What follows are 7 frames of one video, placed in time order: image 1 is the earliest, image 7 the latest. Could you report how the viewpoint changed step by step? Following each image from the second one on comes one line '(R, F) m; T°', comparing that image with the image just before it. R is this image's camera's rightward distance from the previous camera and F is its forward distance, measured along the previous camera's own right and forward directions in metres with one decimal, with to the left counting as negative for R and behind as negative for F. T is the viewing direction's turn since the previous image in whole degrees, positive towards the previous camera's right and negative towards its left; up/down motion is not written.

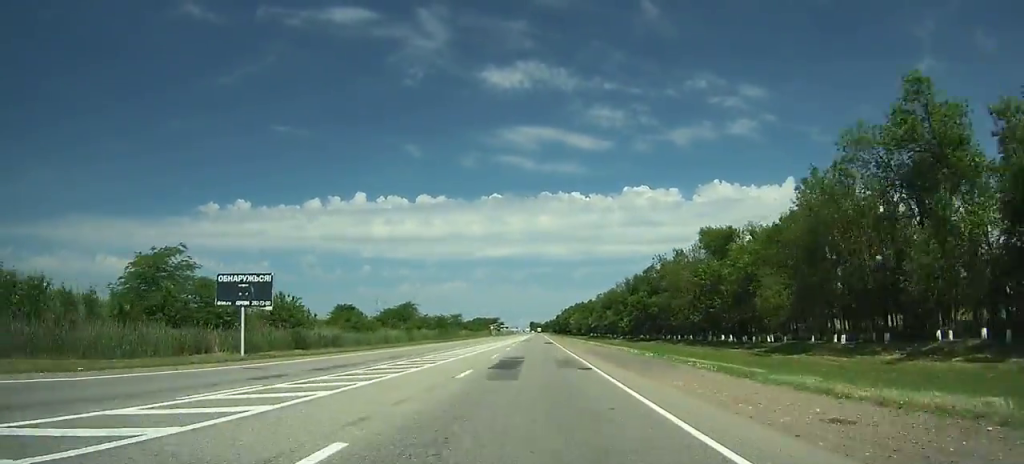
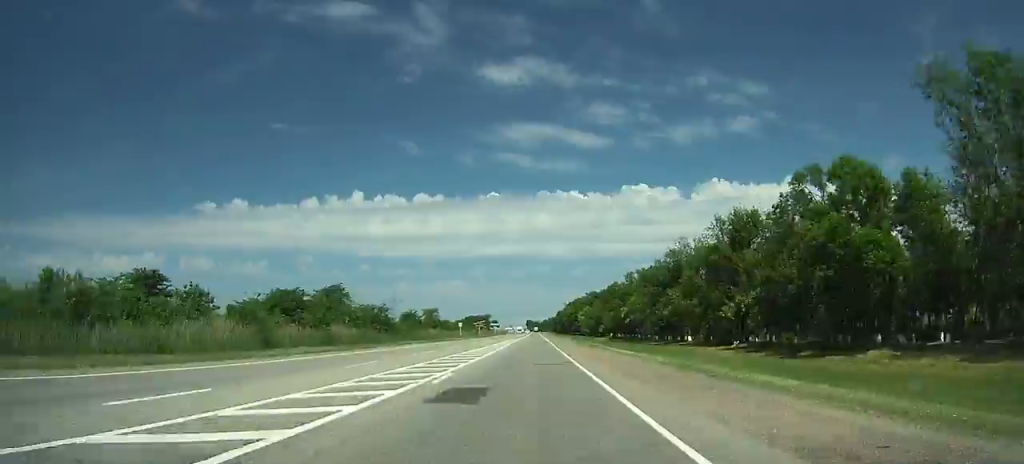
(-0.1, +73.3) m; 0°
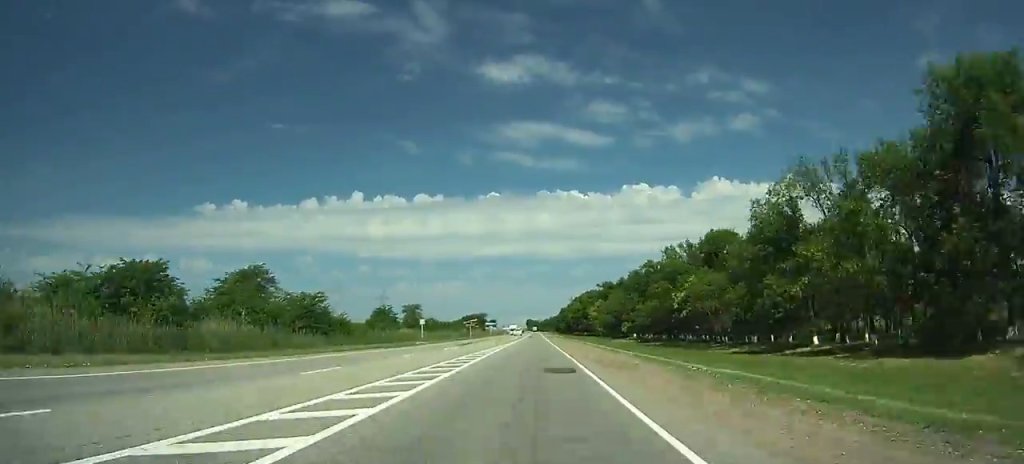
(-0.1, +40.0) m; 0°
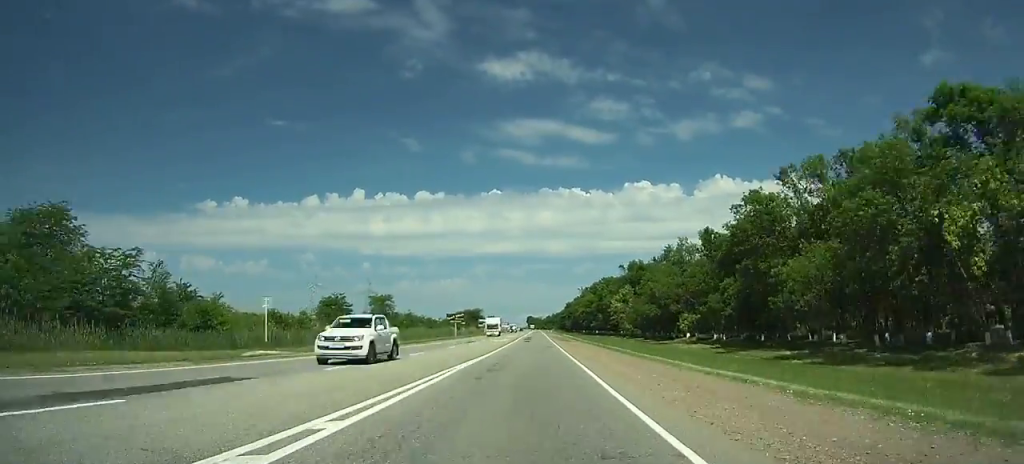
(+0.3, +46.6) m; 0°
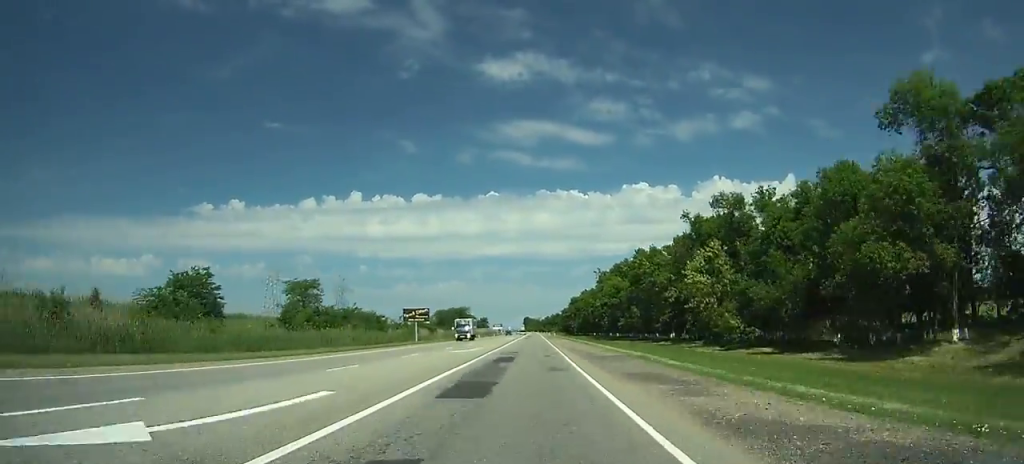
(+0.2, +60.0) m; 0°
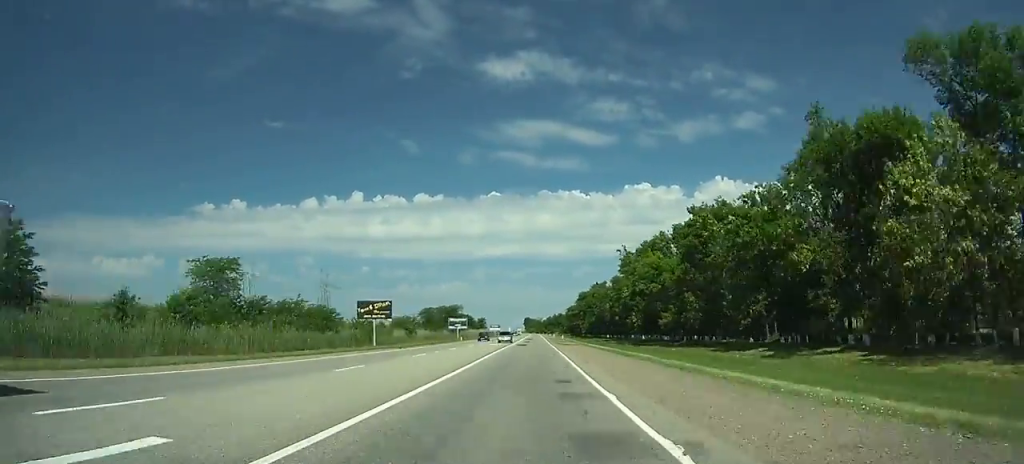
(0.0, +34.7) m; 0°
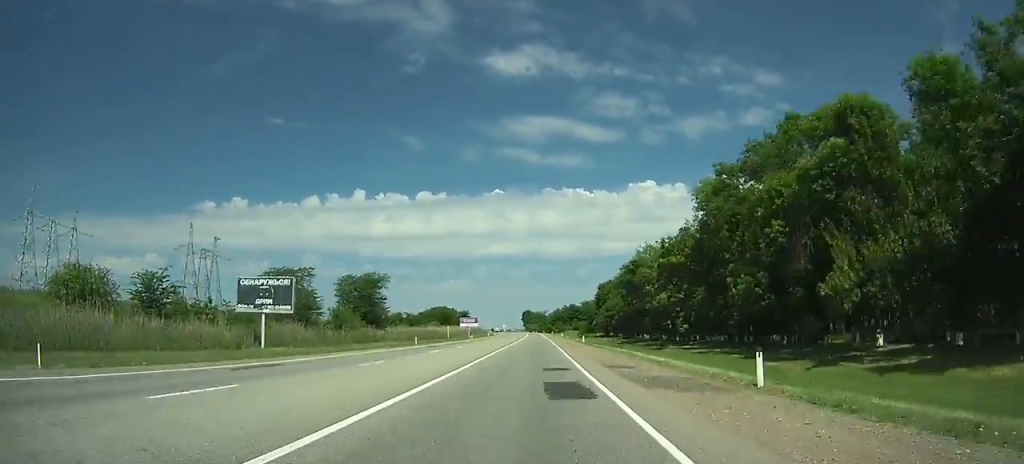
(-0.8, +142.7) m; 0°
